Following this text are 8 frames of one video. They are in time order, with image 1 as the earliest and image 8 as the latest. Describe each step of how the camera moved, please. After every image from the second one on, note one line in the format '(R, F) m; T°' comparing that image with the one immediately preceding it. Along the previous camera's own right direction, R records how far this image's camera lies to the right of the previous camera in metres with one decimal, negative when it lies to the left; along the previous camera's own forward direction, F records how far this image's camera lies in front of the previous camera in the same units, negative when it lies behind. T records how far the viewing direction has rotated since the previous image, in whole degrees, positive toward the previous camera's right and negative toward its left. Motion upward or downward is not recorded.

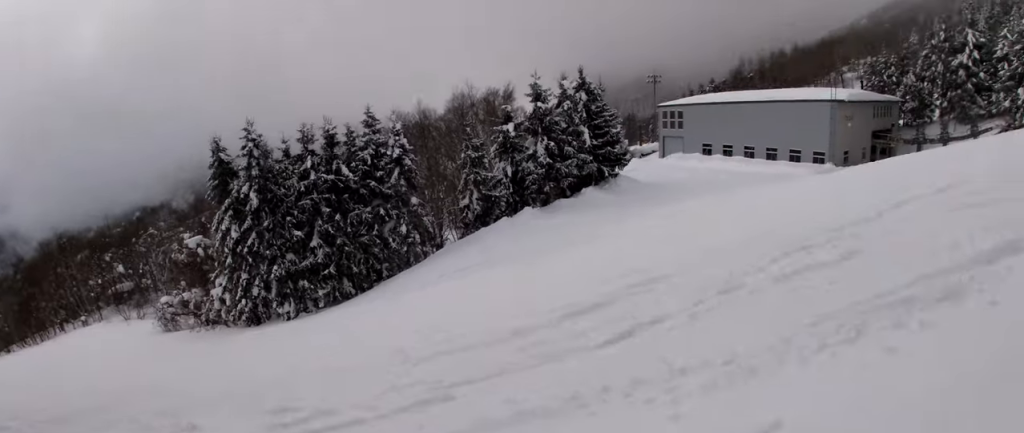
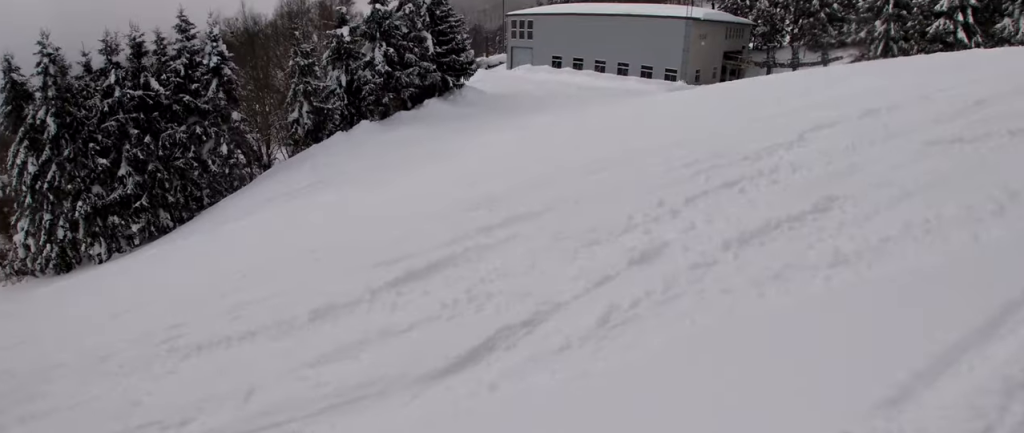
(+0.4, +1.8) m; +13°
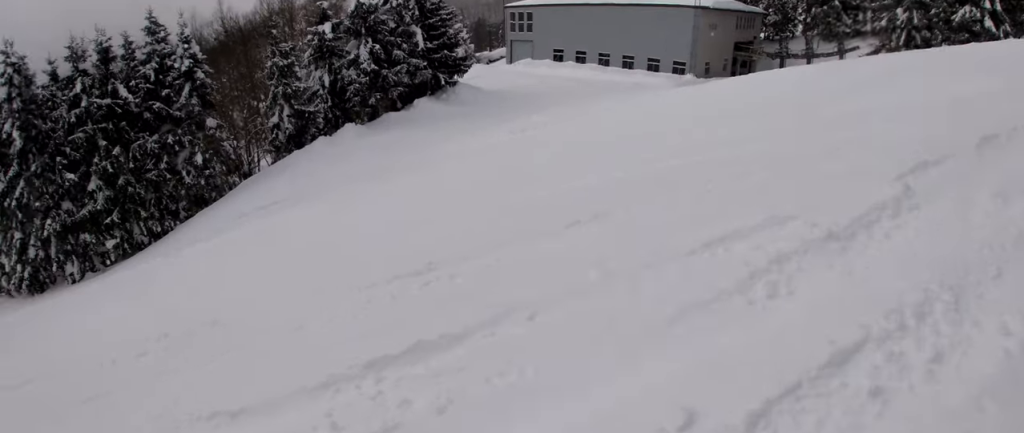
(+0.6, +3.3) m; -7°
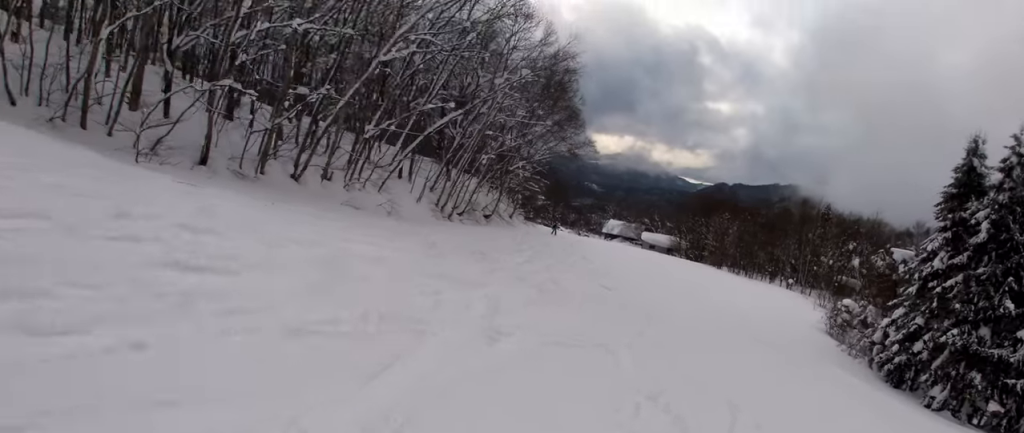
(-6.3, +6.3) m; -75°
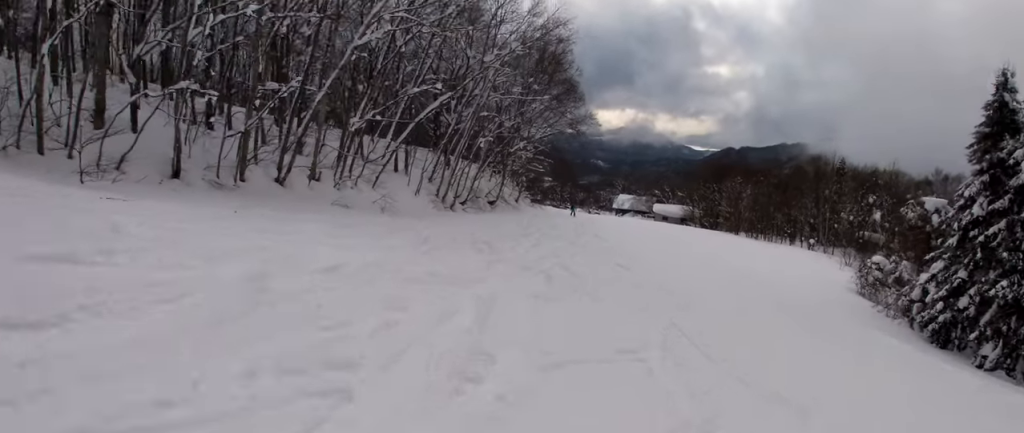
(0.0, +2.2) m; -10°
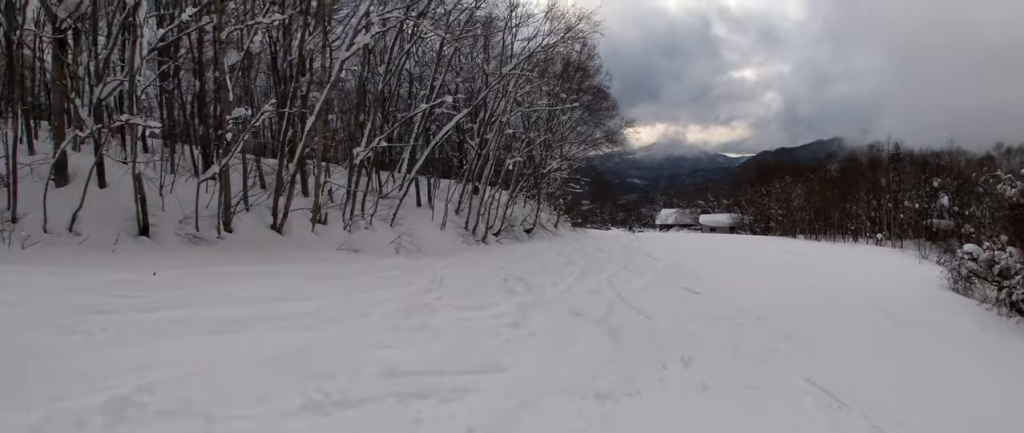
(-1.1, +5.5) m; -17°
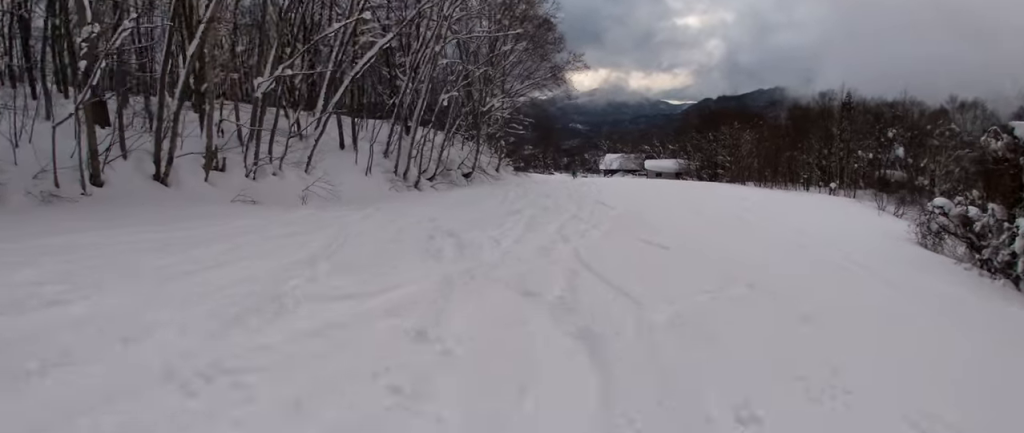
(-0.6, +4.7) m; +6°
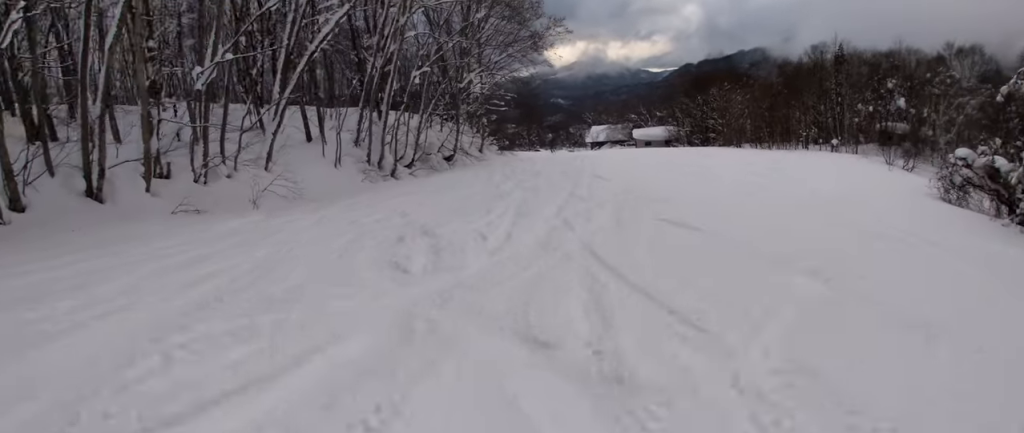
(+0.3, +3.7) m; +6°
